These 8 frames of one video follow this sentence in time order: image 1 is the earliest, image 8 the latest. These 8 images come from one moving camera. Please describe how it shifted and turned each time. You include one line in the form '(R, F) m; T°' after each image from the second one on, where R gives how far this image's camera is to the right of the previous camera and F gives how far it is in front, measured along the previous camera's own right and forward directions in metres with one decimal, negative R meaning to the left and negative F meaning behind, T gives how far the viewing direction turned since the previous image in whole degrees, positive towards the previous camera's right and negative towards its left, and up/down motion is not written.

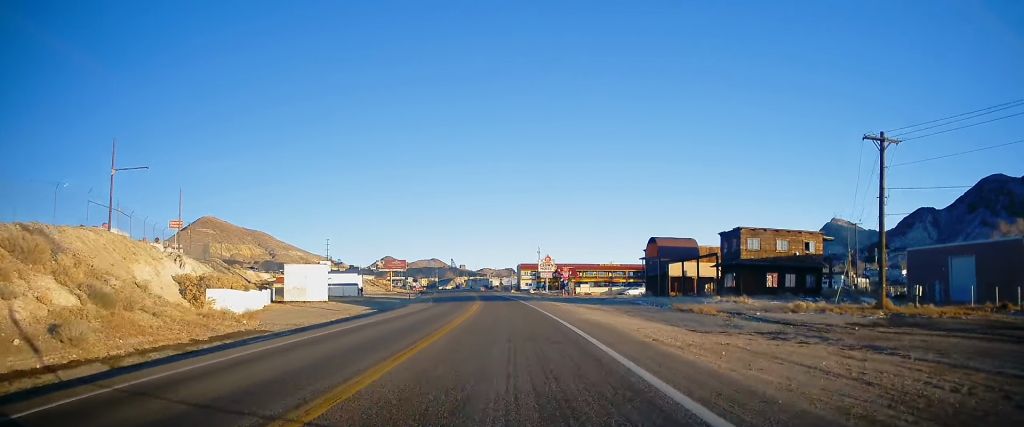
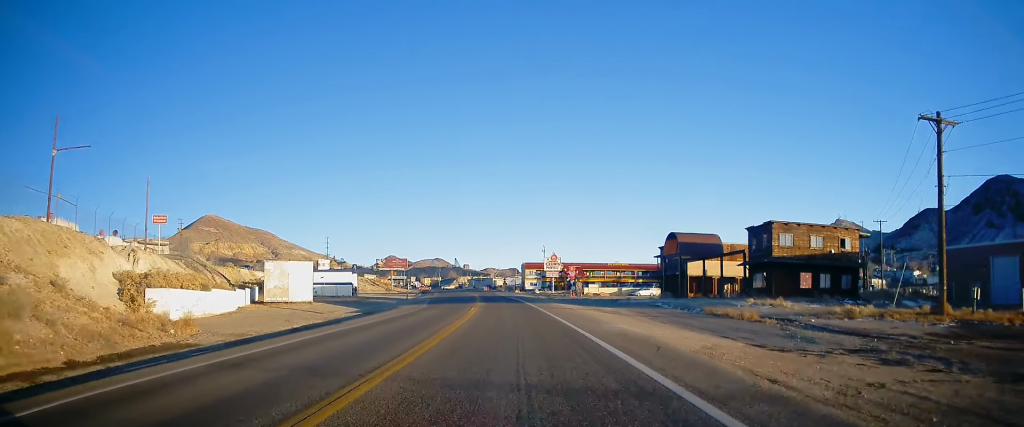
(-0.1, +6.0) m; 0°
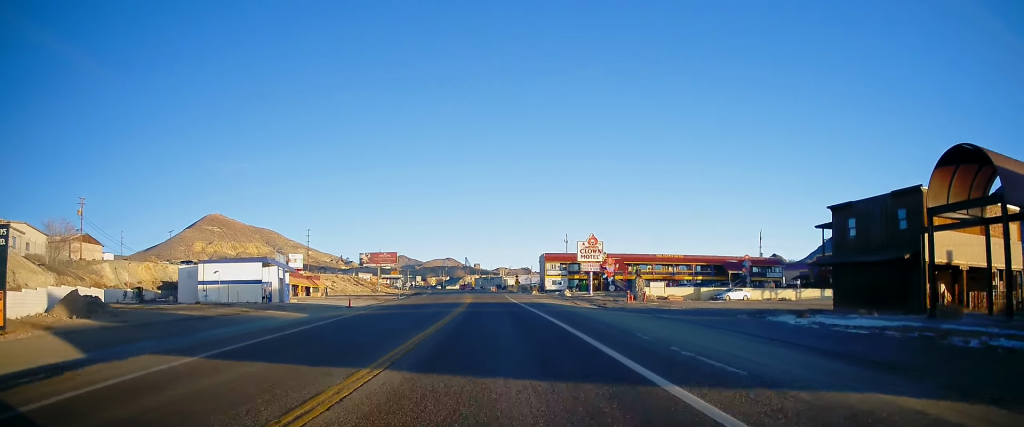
(+0.3, +38.8) m; -1°
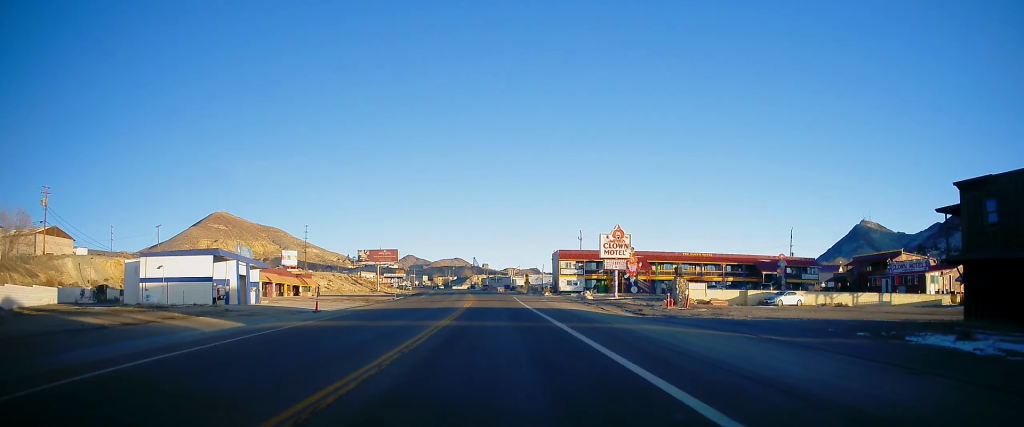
(-0.2, +11.6) m; -1°
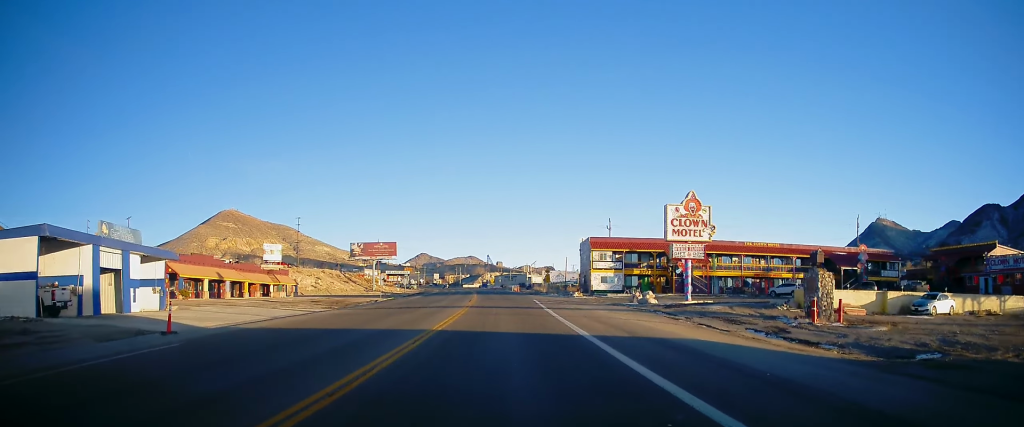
(-0.3, +21.2) m; -1°
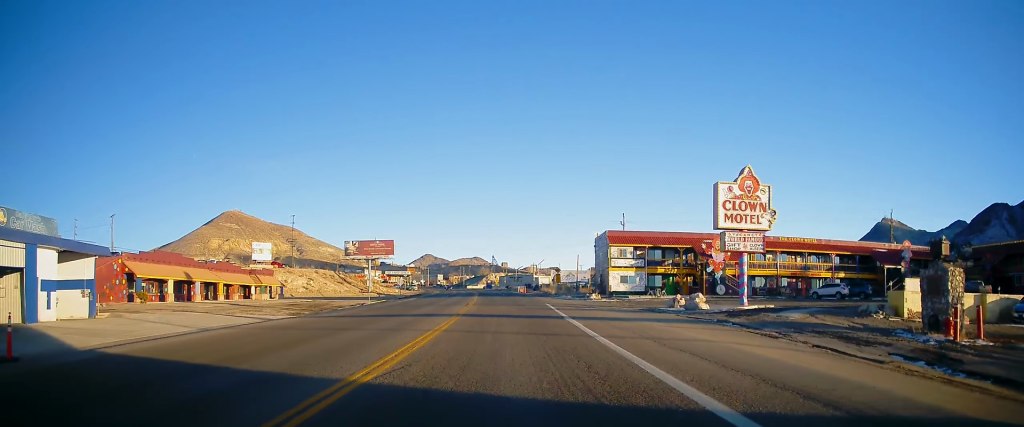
(0.0, +9.3) m; 0°
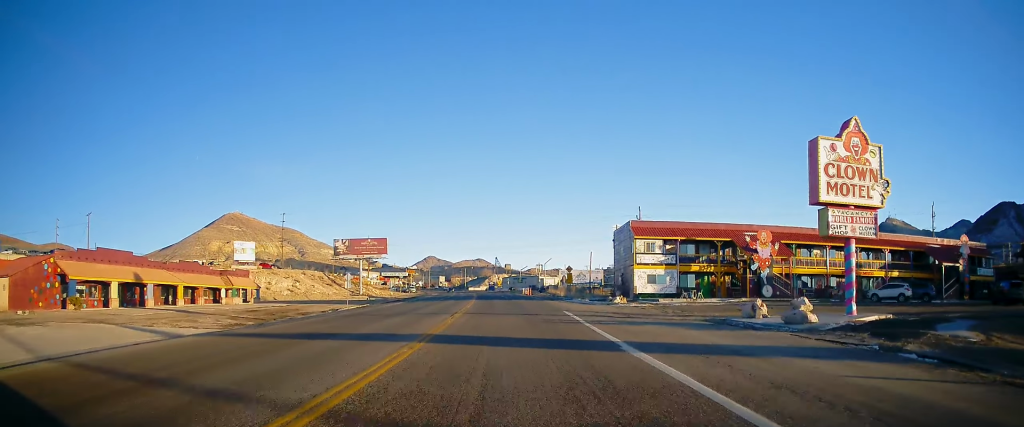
(0.0, +10.8) m; 0°
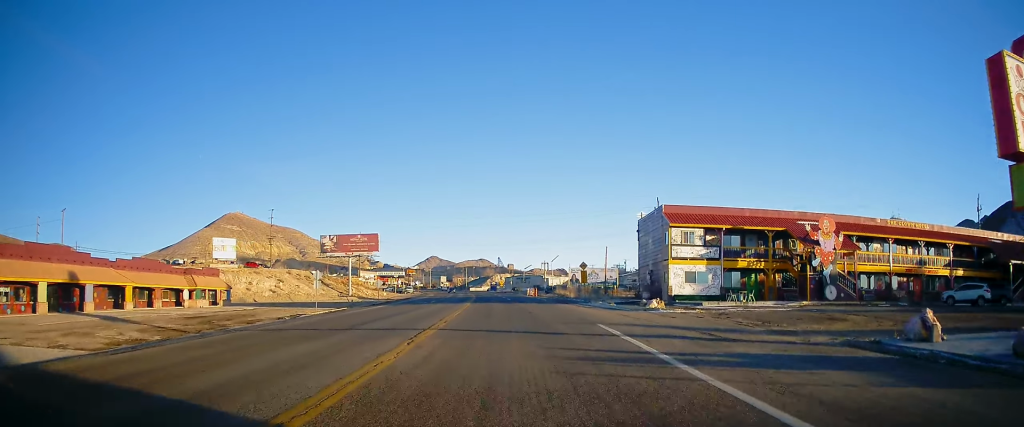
(+0.1, +10.5) m; -1°
